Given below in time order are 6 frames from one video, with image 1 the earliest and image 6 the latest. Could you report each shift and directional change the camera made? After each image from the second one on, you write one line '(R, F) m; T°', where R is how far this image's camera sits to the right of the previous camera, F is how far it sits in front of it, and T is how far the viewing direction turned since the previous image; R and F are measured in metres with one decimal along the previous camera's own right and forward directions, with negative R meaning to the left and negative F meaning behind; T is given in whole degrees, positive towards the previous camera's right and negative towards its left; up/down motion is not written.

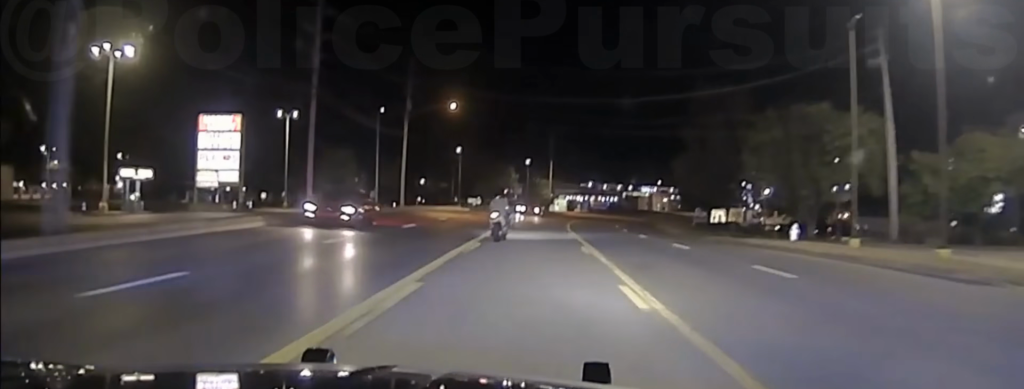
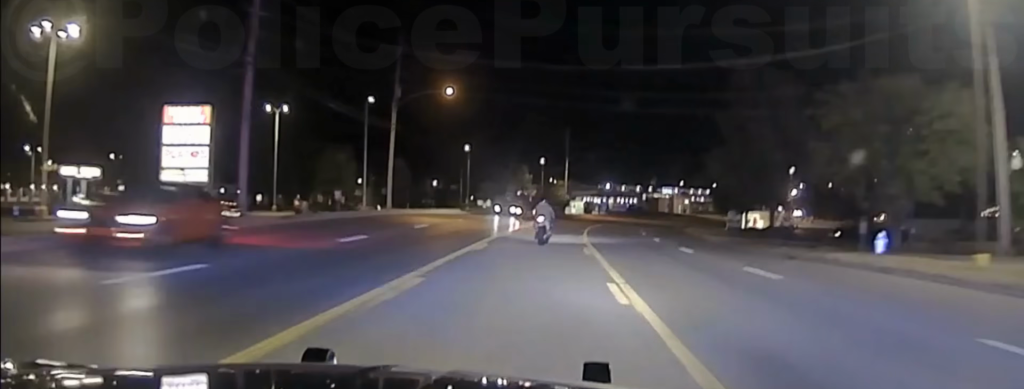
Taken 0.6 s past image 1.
(+0.1, +11.7) m; 0°
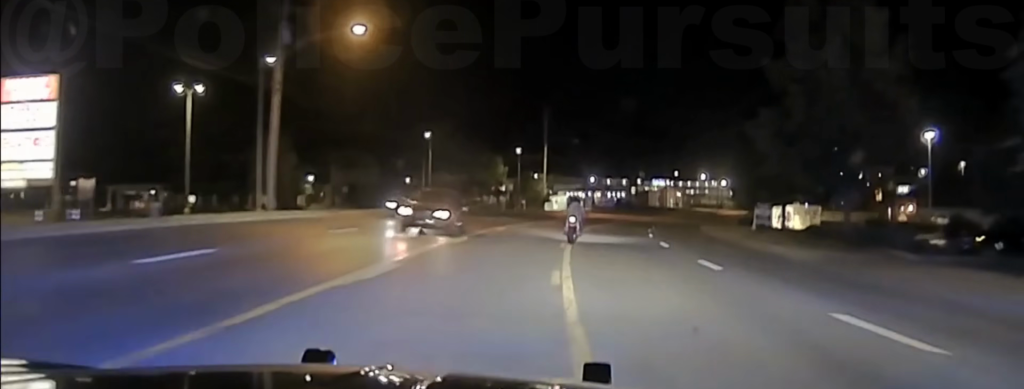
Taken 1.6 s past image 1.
(-0.4, +25.2) m; 0°
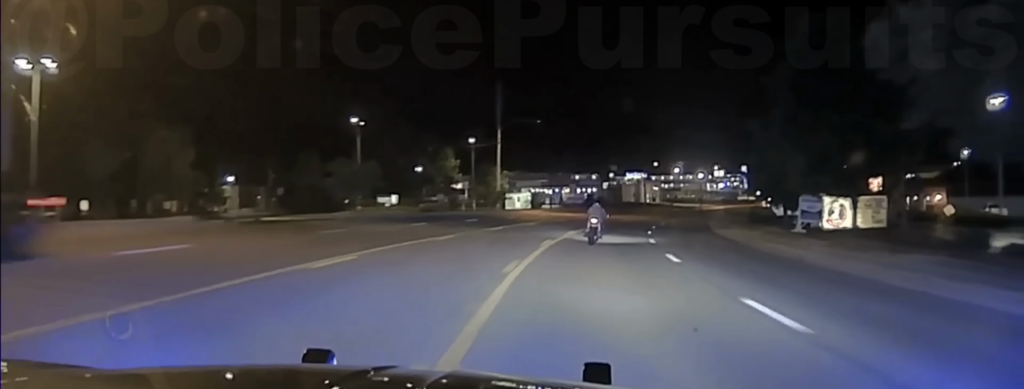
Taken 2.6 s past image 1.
(+0.4, +25.1) m; +3°
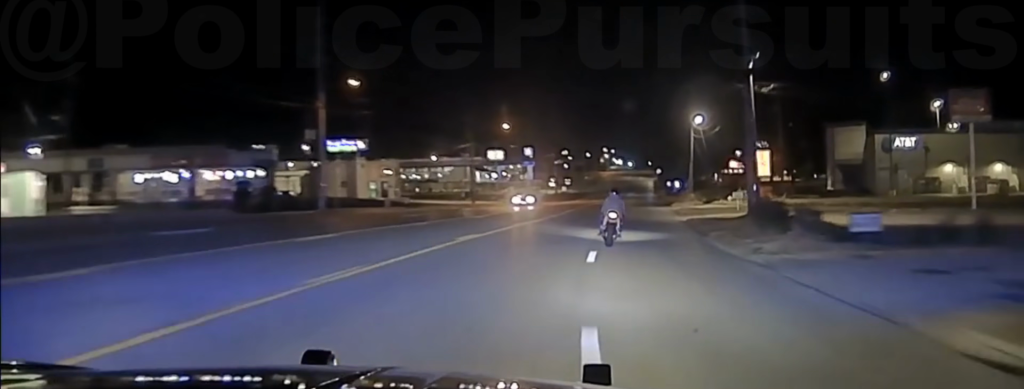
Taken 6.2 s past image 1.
(+10.3, +93.1) m; +14°
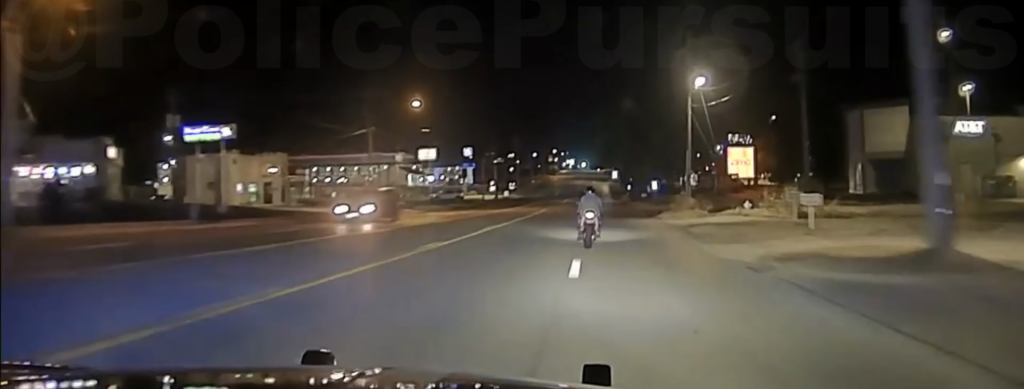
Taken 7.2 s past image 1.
(+1.3, +30.3) m; +4°
